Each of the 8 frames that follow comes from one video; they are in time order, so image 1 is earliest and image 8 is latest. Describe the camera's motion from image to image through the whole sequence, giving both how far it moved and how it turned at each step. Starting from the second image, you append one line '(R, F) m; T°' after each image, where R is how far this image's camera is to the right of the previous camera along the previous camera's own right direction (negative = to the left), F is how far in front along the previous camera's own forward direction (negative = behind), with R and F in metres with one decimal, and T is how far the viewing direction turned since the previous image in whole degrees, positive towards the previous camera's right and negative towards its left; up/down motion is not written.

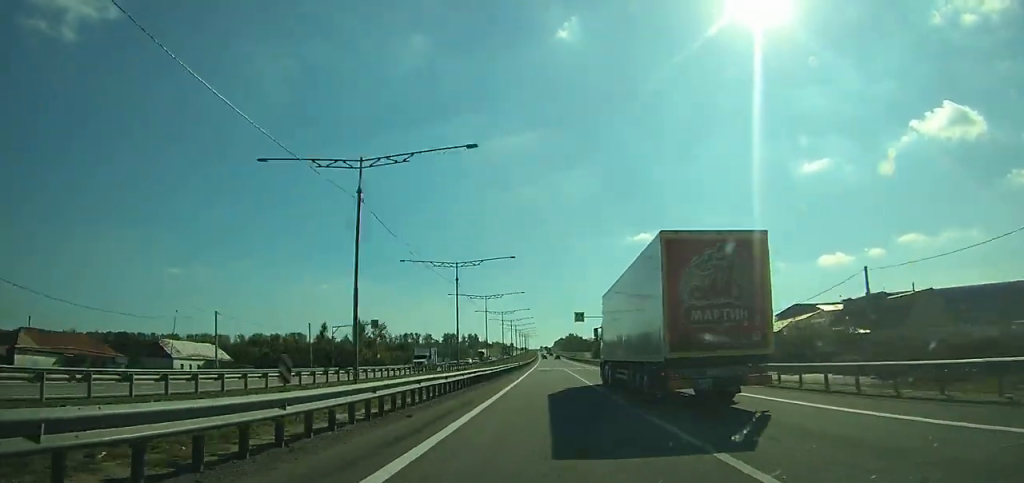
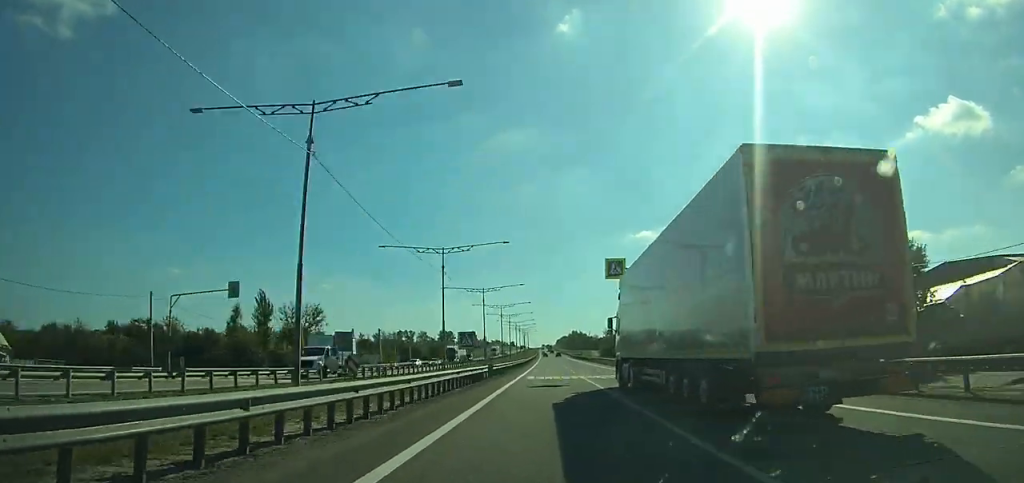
(-0.1, +36.0) m; 0°
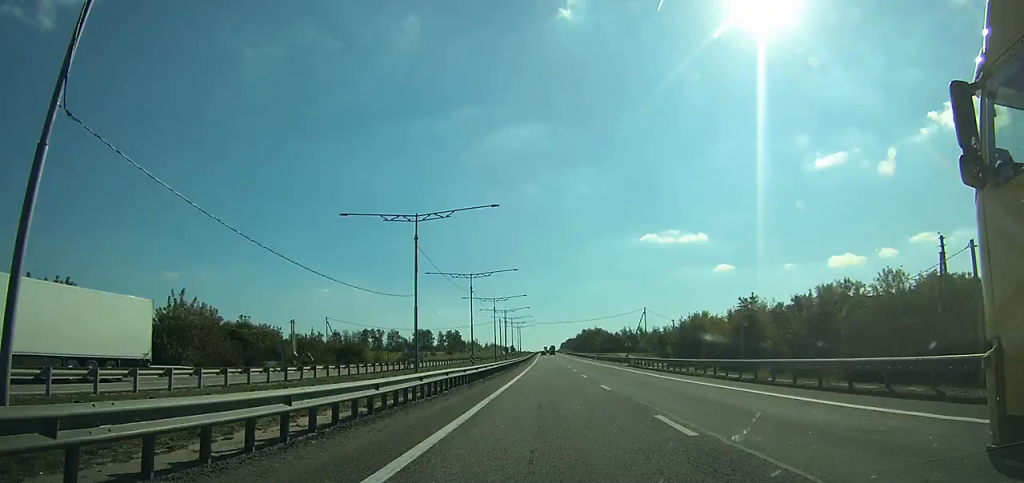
(-0.9, +128.2) m; -1°
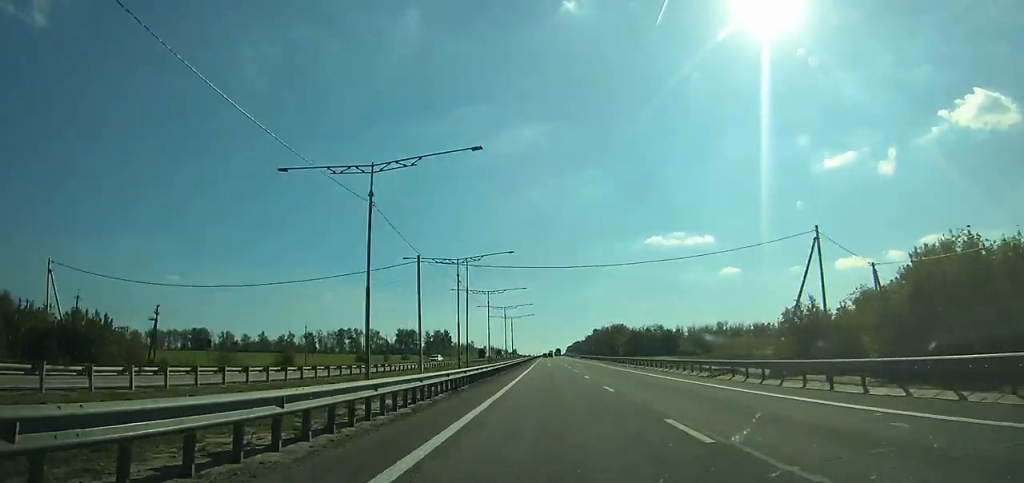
(-0.1, +73.1) m; 0°
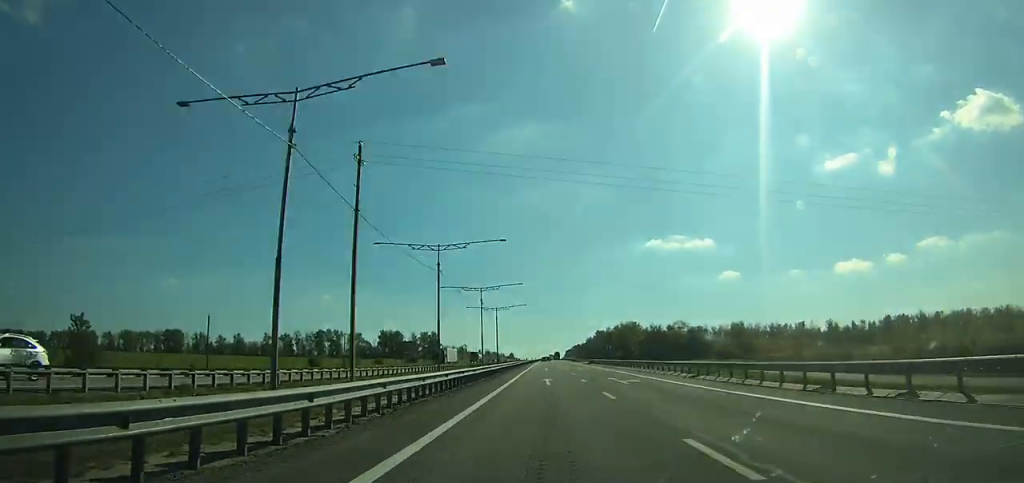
(0.0, +39.4) m; 0°
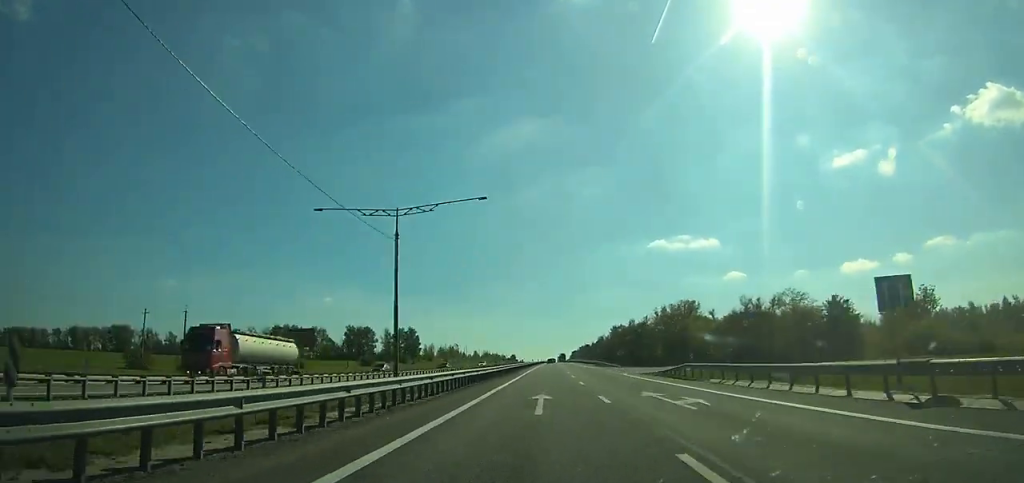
(0.0, +75.0) m; 0°
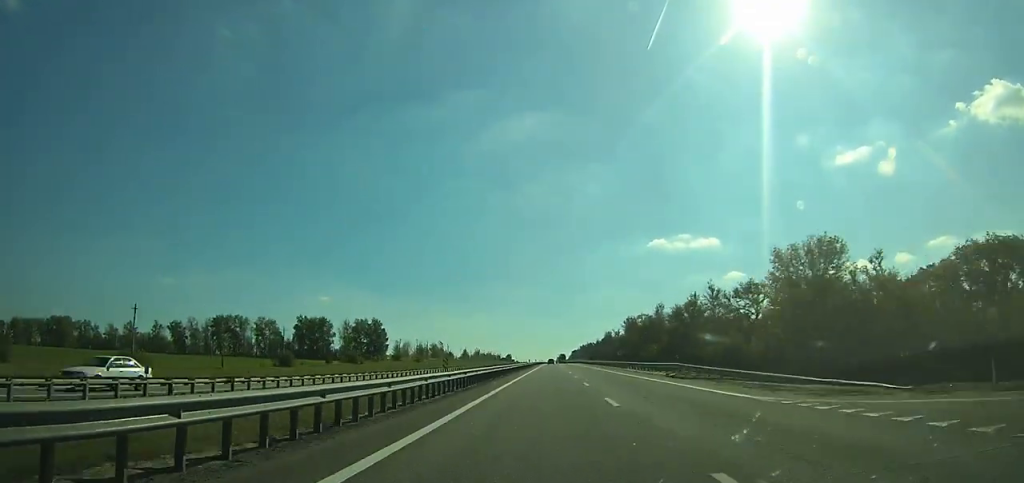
(-0.2, +61.7) m; +1°
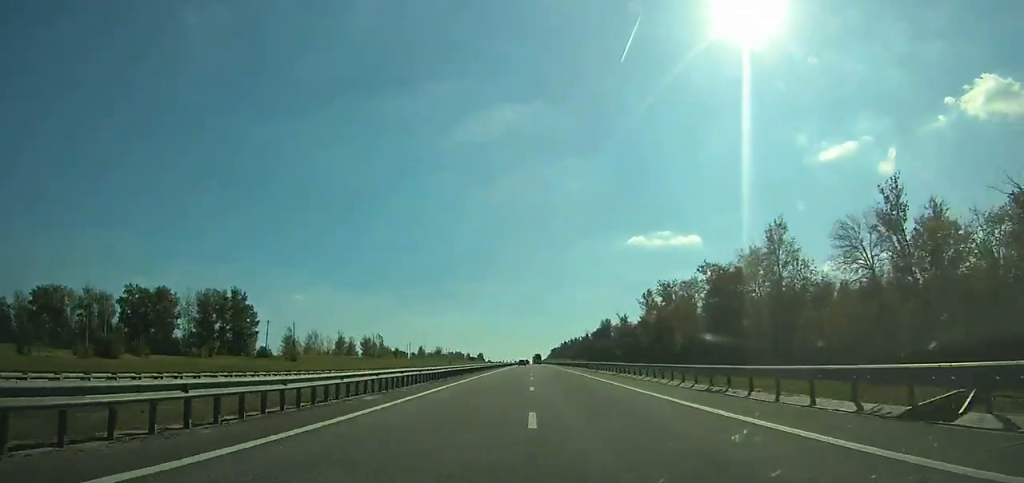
(+1.4, +99.0) m; +1°
